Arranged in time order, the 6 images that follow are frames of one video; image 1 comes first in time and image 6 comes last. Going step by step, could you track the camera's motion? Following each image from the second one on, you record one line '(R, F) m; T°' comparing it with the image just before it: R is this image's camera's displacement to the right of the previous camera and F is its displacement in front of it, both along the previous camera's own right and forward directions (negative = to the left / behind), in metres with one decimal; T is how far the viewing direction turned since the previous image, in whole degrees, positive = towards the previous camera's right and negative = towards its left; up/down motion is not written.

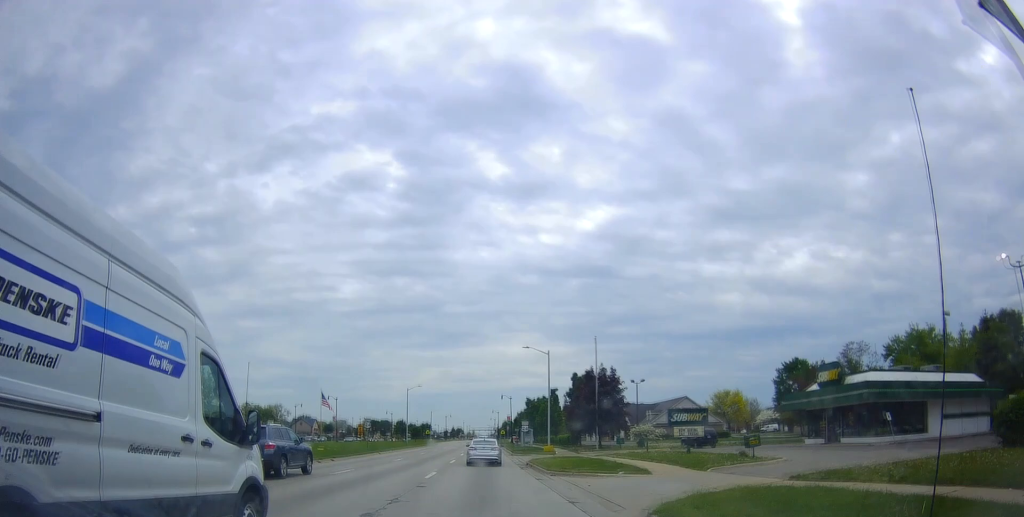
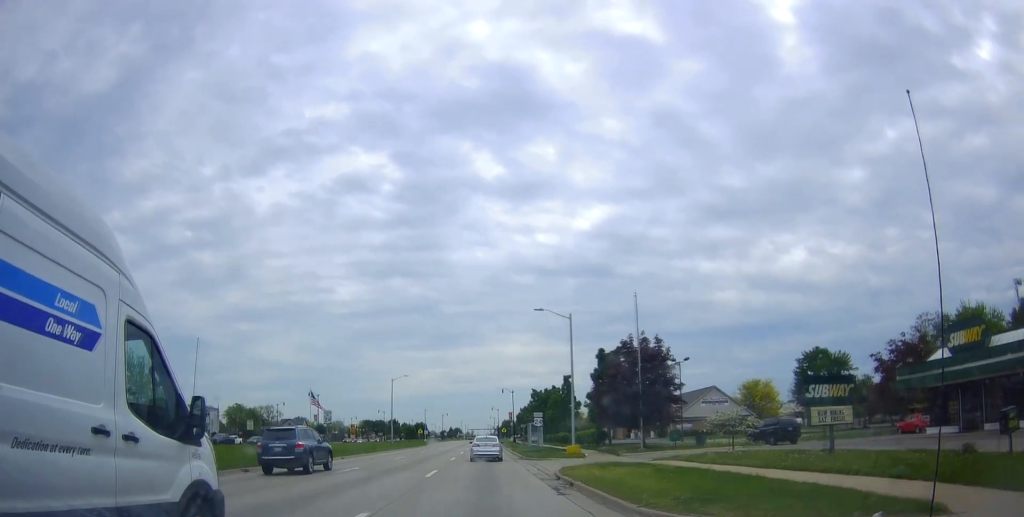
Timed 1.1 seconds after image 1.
(+0.7, +15.9) m; -1°
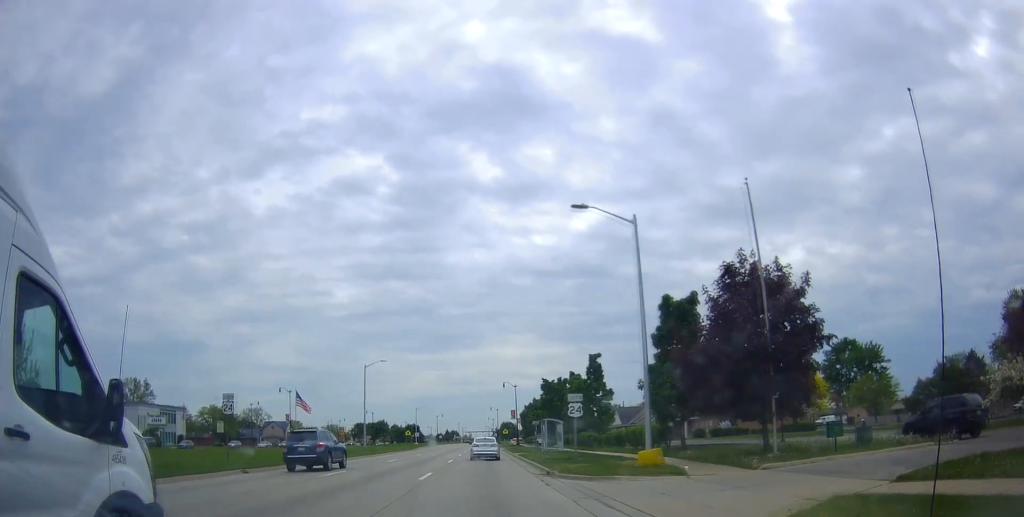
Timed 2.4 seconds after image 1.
(-0.8, +18.7) m; 0°
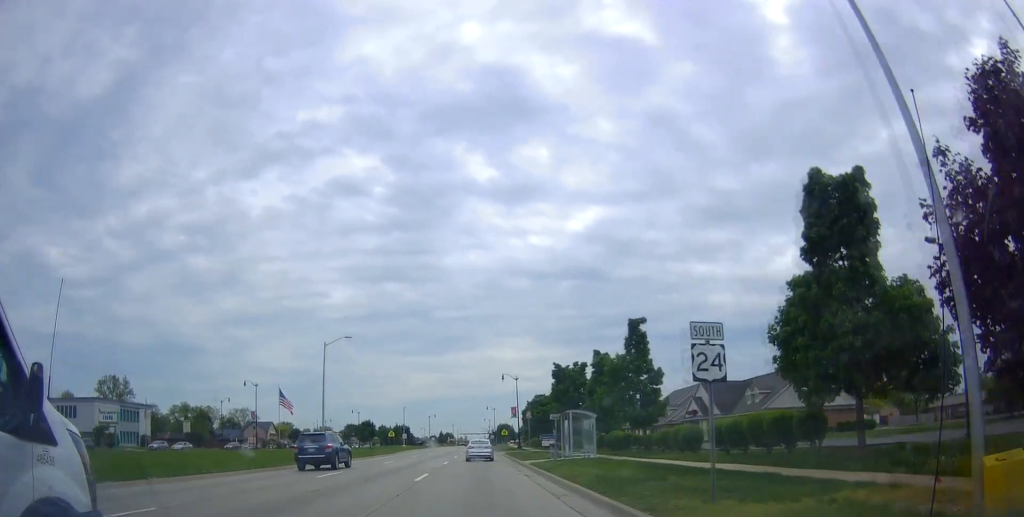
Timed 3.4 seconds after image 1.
(+0.4, +16.0) m; +1°
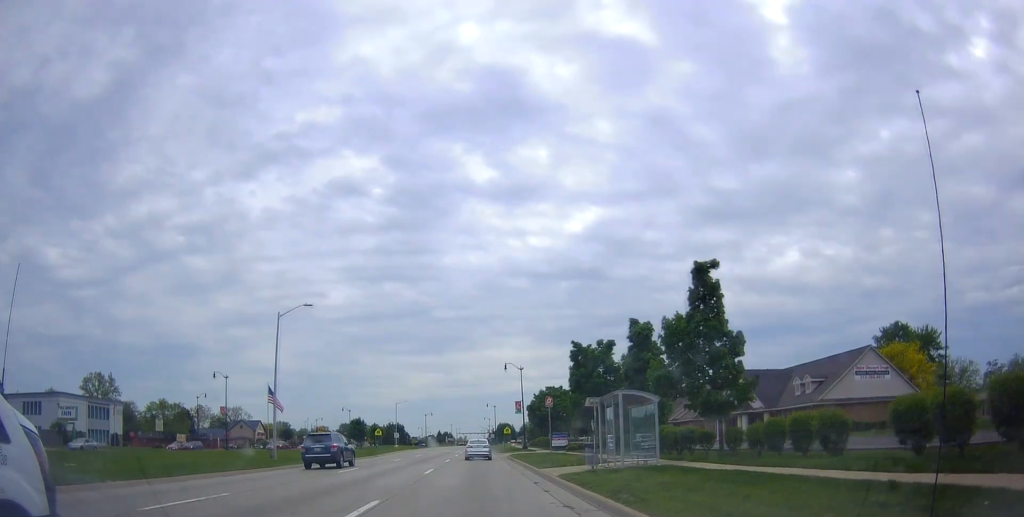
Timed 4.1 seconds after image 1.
(0.0, +12.1) m; 0°
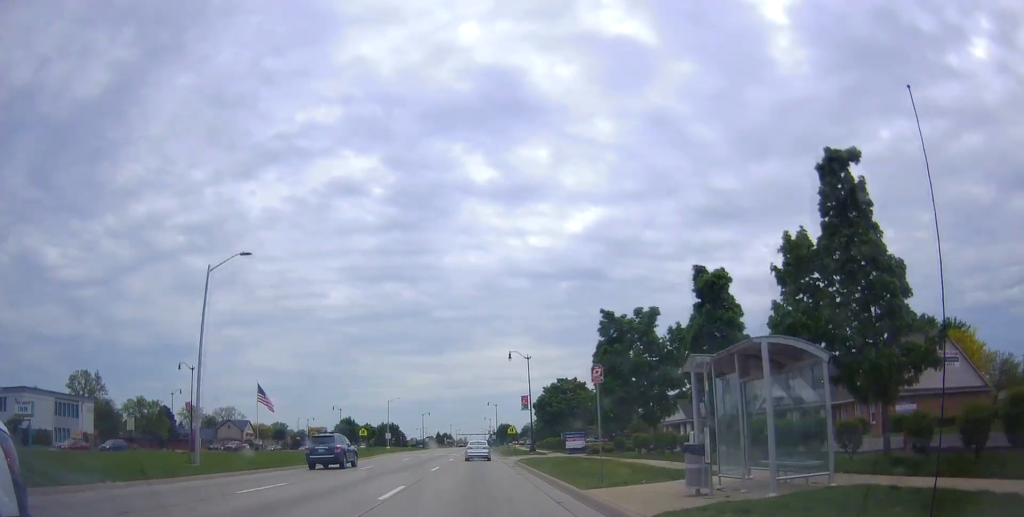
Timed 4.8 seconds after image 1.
(0.0, +11.3) m; 0°
